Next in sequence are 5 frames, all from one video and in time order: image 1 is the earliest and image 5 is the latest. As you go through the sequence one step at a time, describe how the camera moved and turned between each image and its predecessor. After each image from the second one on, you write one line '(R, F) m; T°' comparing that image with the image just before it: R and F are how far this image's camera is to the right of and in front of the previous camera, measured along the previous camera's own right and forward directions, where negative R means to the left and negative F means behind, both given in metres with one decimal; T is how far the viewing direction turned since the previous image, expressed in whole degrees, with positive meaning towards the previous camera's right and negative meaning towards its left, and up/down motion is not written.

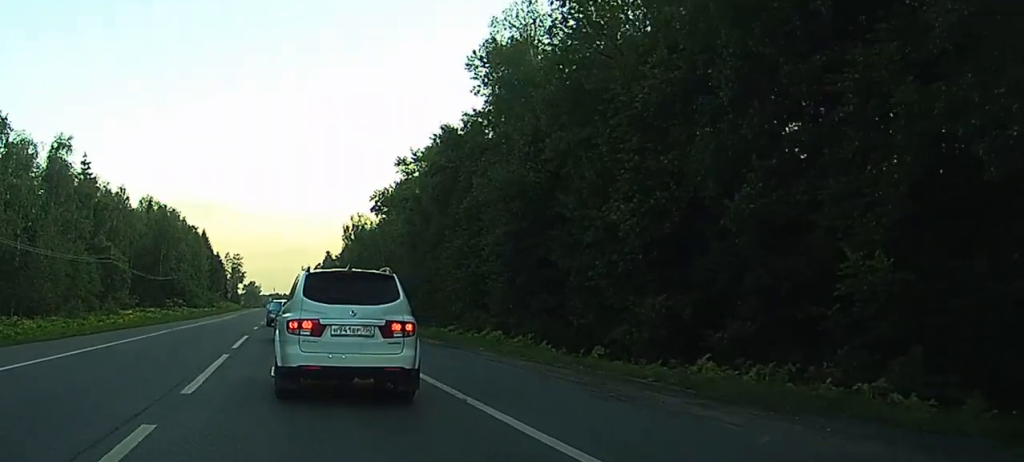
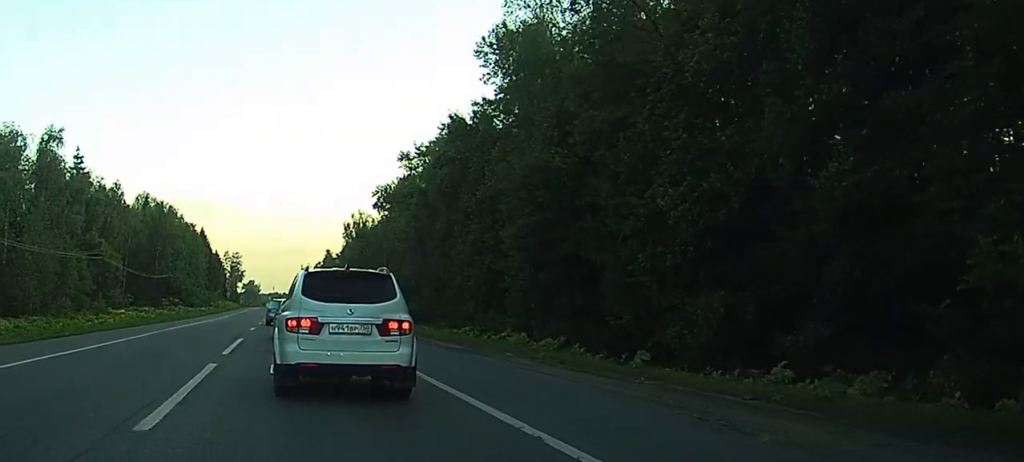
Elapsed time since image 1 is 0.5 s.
(+0.1, +4.0) m; 0°
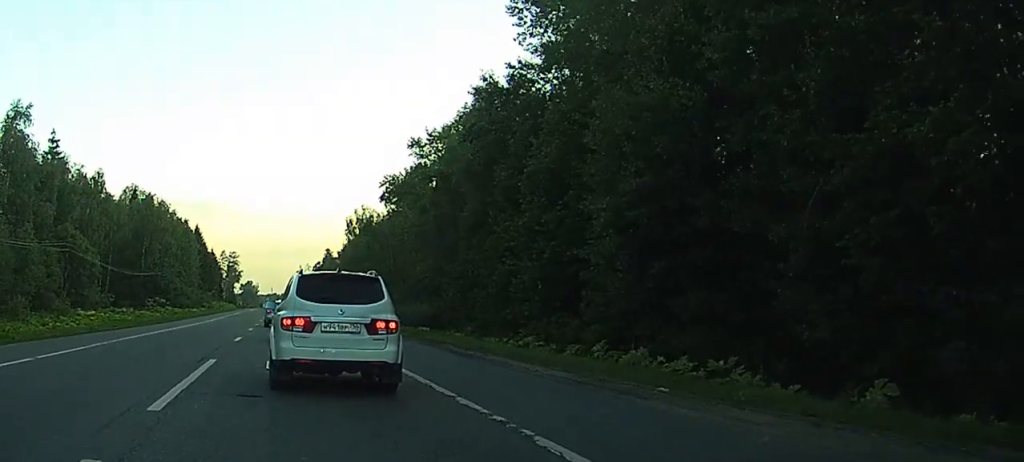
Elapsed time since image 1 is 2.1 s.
(-0.5, +11.4) m; -4°
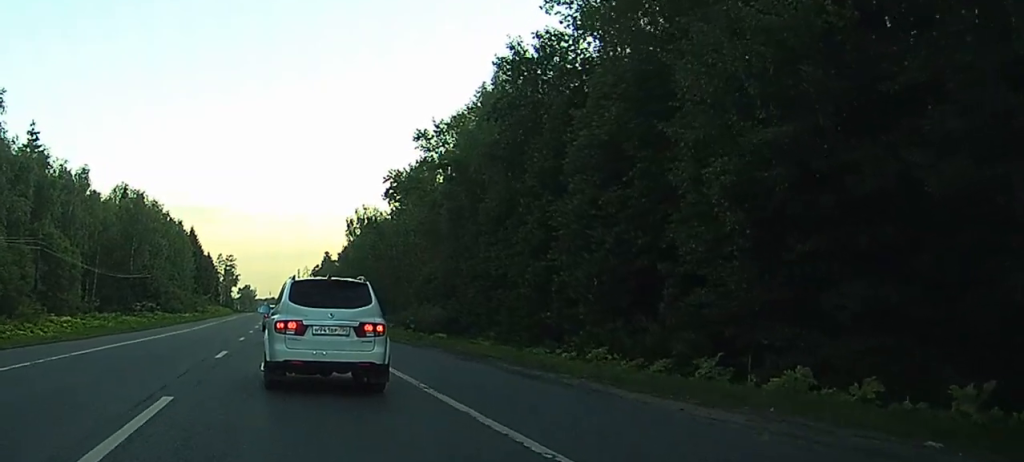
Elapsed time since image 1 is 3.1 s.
(-0.1, +7.3) m; -2°
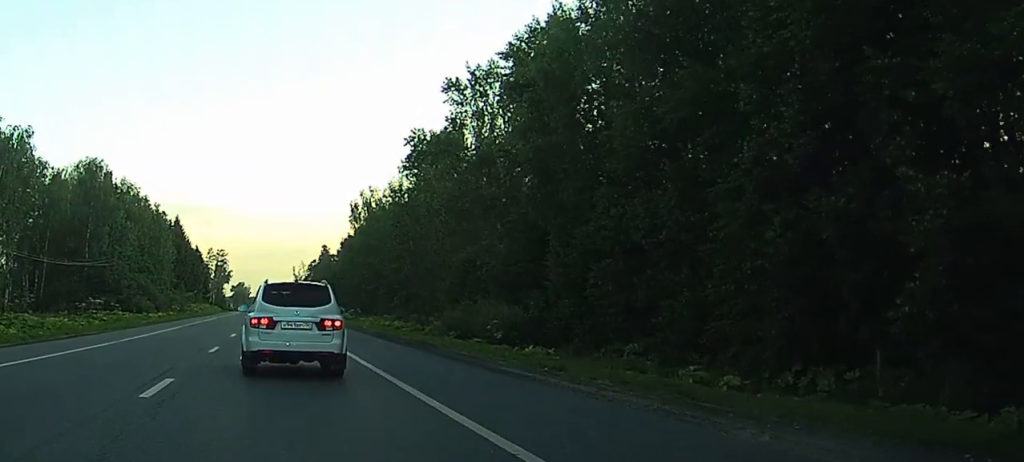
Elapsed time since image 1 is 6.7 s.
(+0.3, +24.1) m; -2°
